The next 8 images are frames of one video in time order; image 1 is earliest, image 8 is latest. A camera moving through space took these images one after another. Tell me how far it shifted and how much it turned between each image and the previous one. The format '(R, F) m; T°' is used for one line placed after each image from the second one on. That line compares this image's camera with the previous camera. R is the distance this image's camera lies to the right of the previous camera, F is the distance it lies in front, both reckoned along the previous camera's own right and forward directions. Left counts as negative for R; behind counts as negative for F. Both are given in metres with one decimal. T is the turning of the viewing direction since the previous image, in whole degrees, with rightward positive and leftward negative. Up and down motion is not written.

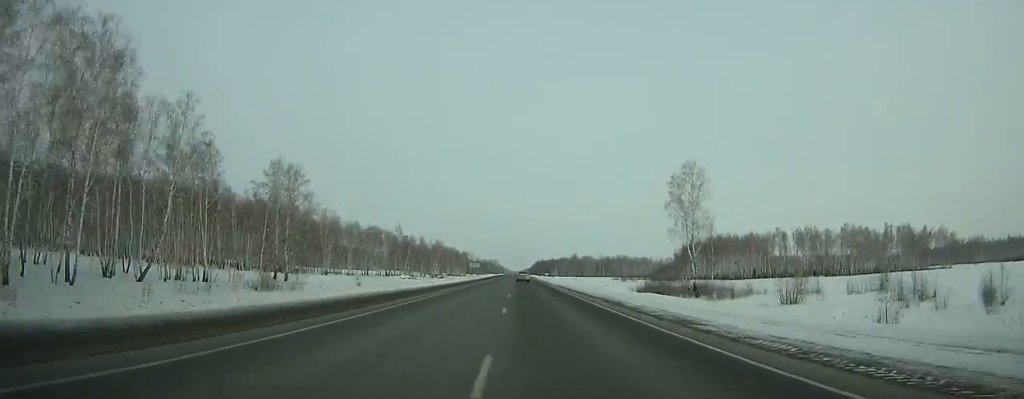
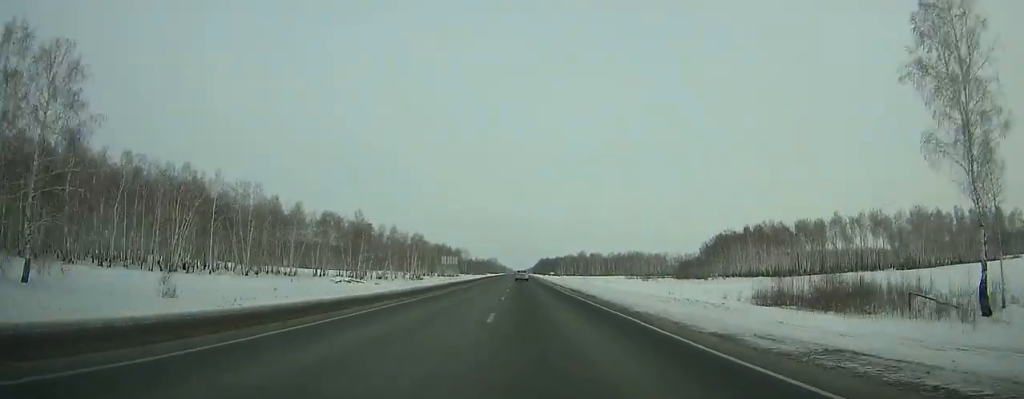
(-0.1, +51.7) m; 0°
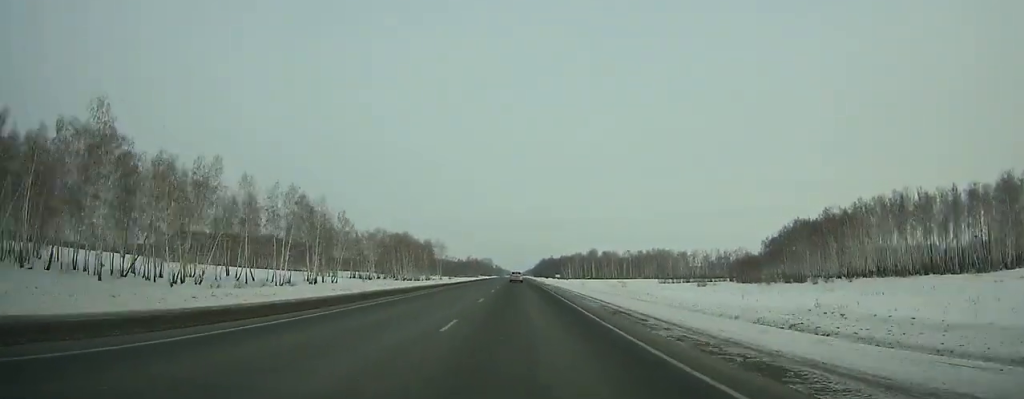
(+0.5, +98.7) m; 0°
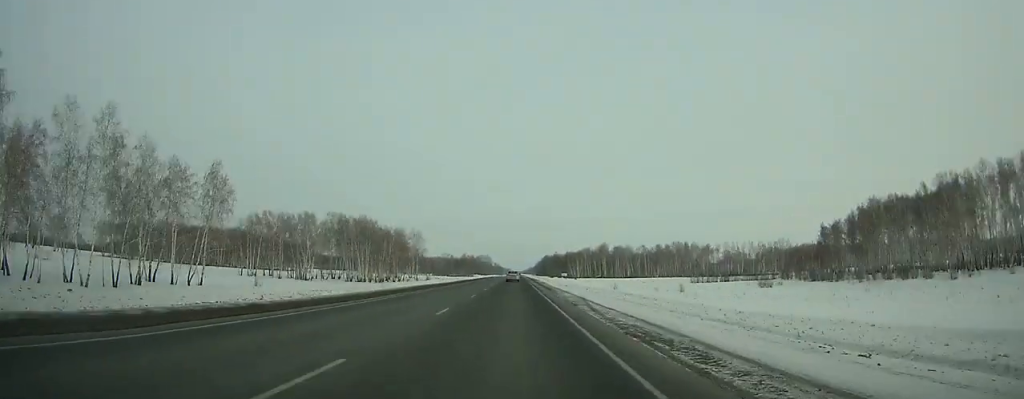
(+0.4, +56.2) m; 0°
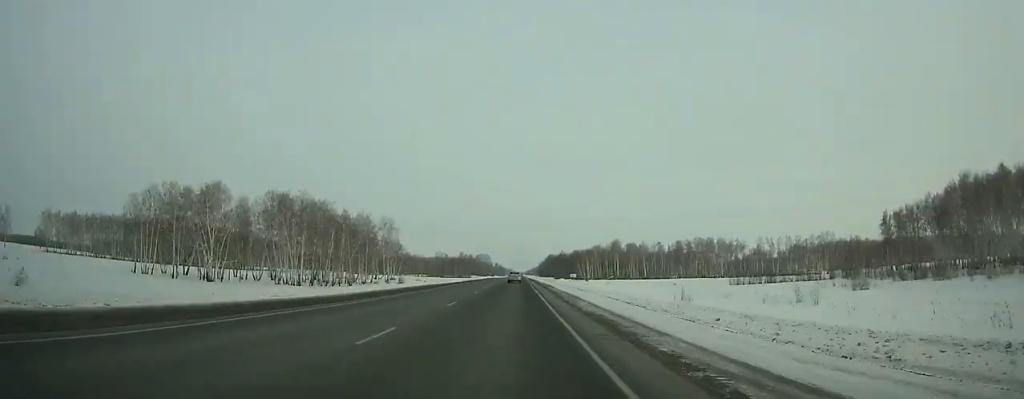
(-0.3, +44.0) m; -1°
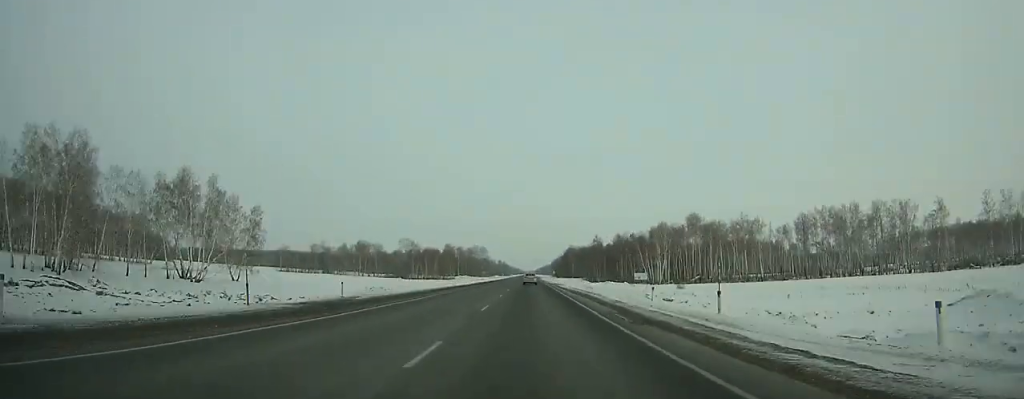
(-1.6, +146.5) m; -1°
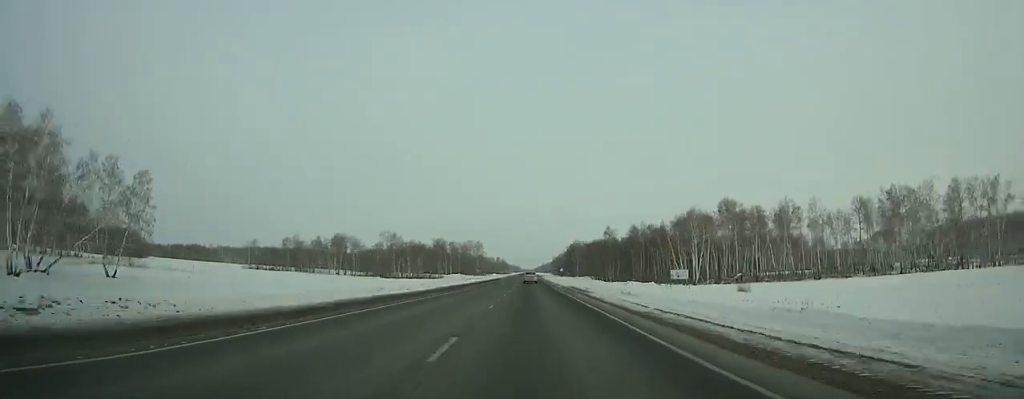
(+0.1, +35.1) m; 0°
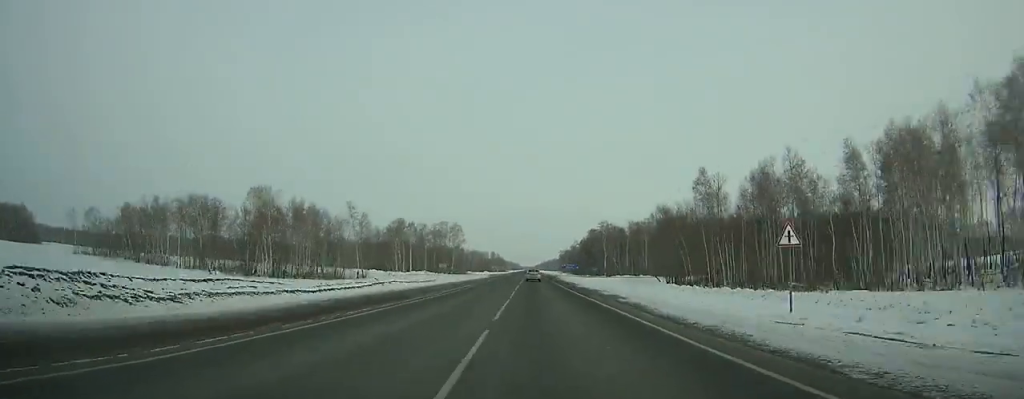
(+0.3, +114.0) m; 0°
